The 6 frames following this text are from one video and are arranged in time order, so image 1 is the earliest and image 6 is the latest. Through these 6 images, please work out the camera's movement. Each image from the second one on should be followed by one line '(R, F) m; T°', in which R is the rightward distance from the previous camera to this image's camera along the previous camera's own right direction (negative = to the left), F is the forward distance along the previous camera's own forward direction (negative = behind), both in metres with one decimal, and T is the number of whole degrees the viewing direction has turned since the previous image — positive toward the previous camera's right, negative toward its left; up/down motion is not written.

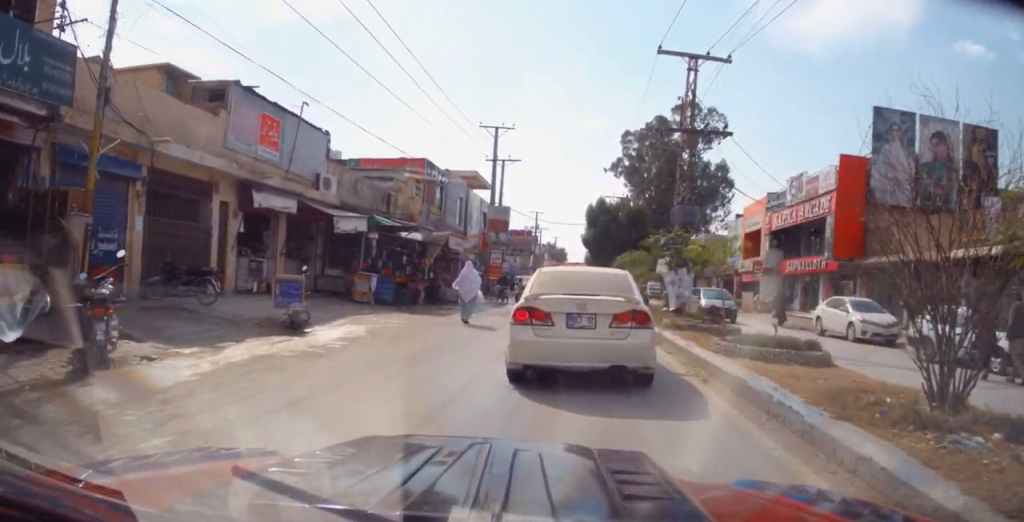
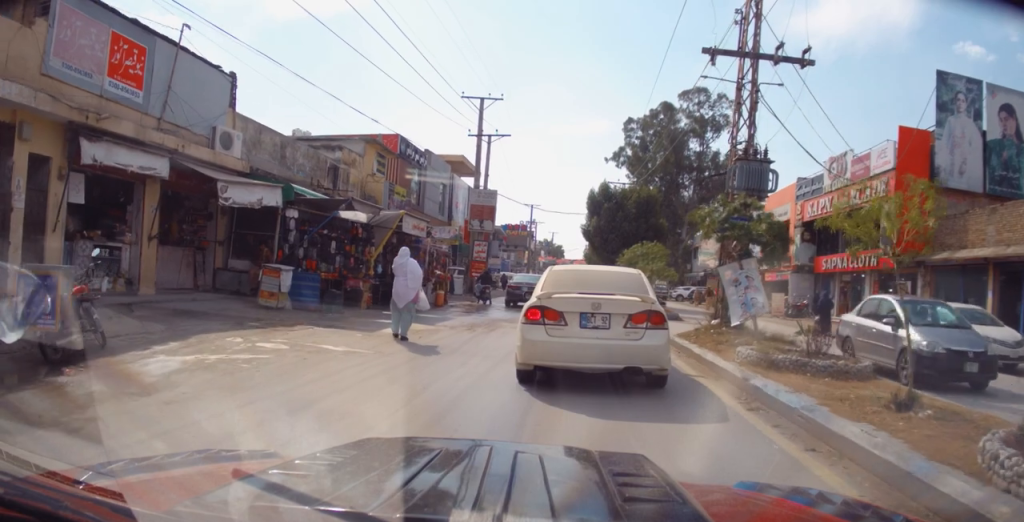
(-0.1, +6.9) m; +3°
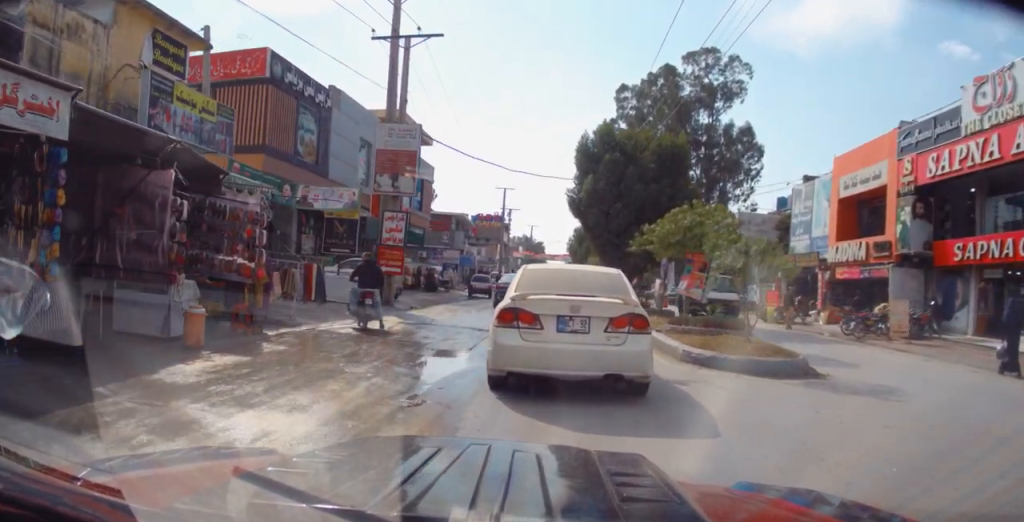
(+0.7, +15.4) m; +2°
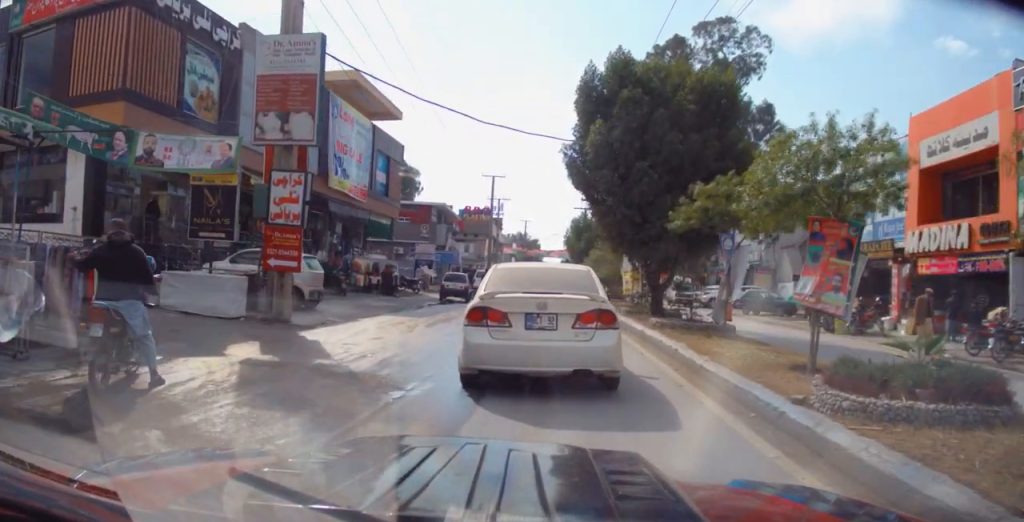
(-0.1, +8.4) m; 0°
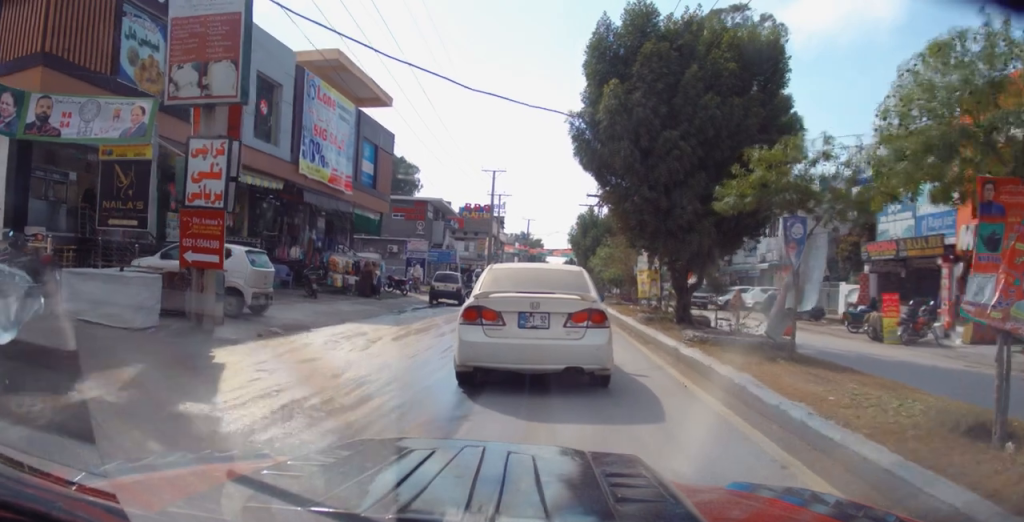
(+0.1, +3.4) m; 0°
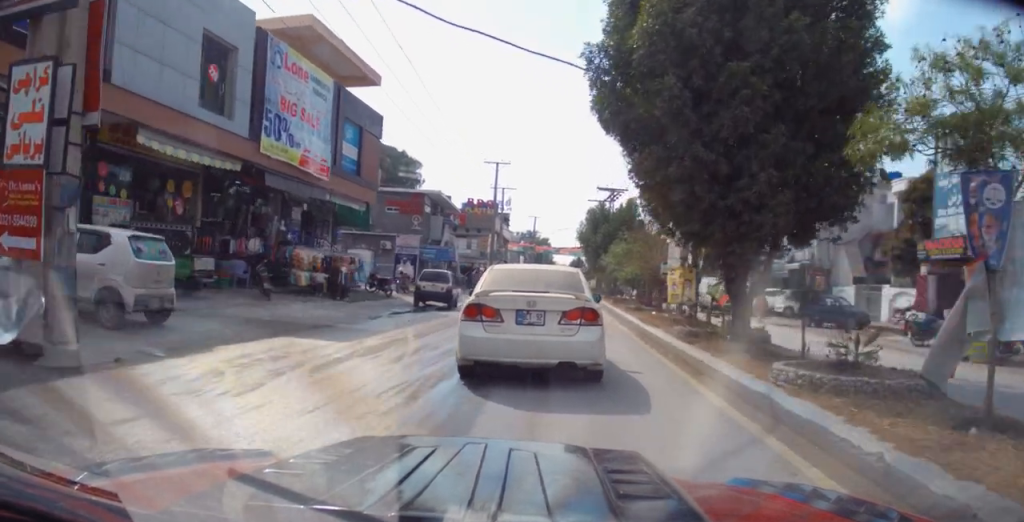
(-0.2, +4.2) m; -4°
